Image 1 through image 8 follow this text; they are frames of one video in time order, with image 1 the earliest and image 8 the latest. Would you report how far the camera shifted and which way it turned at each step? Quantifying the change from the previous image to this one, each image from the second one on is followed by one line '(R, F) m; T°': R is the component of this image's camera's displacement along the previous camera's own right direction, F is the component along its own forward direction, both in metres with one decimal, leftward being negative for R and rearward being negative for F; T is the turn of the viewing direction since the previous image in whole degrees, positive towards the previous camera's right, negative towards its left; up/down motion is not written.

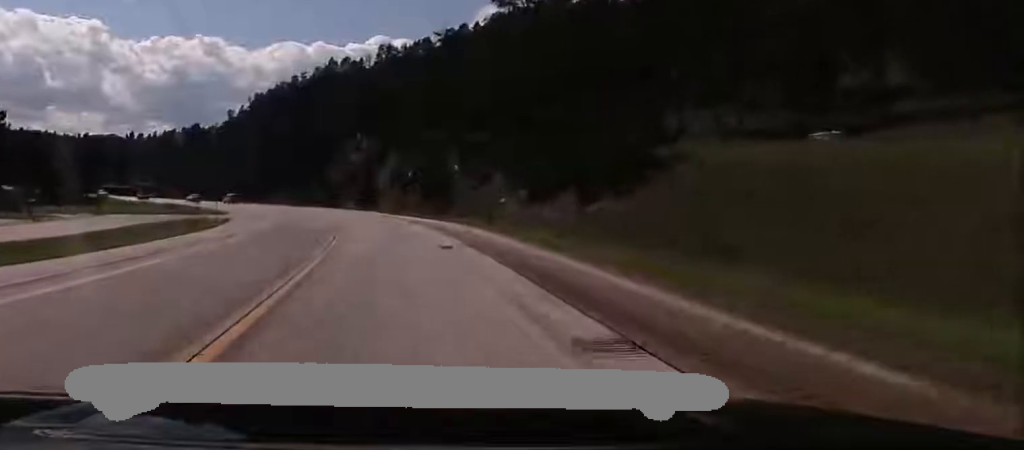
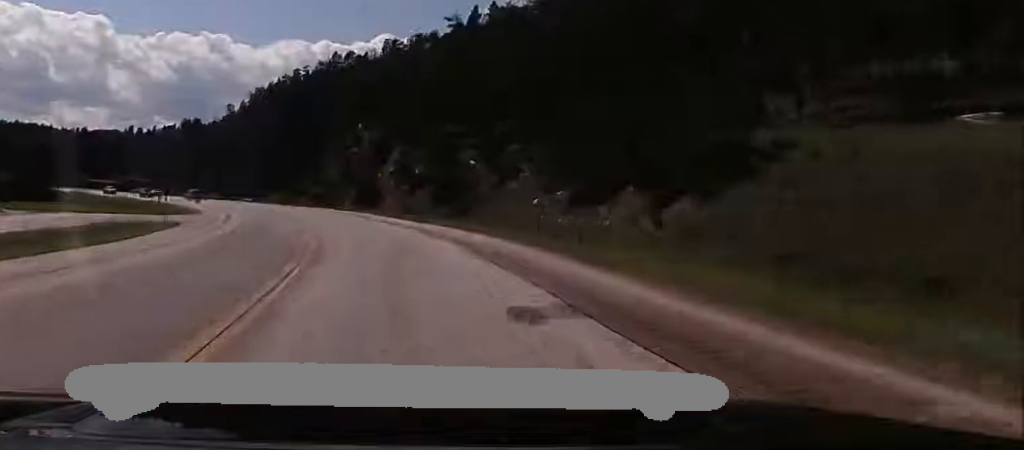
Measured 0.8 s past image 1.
(0.0, +15.6) m; 0°
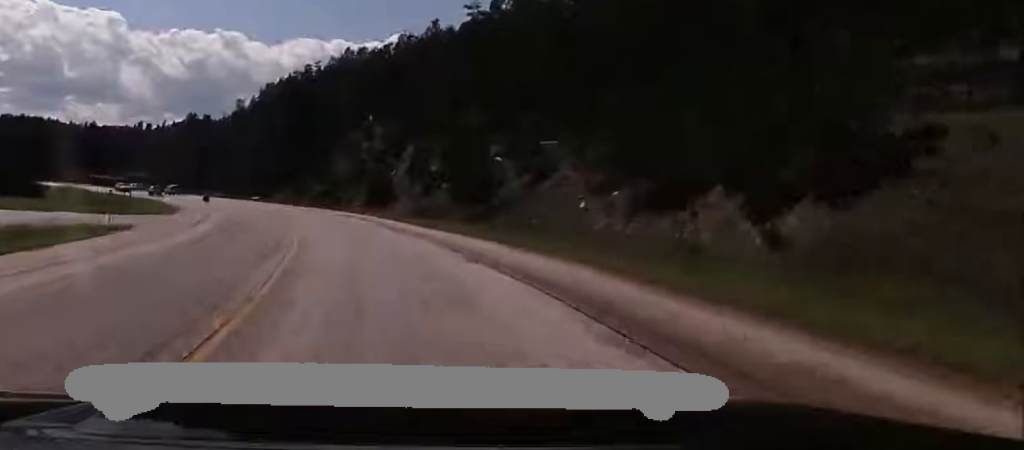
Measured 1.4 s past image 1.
(0.0, +11.6) m; 0°
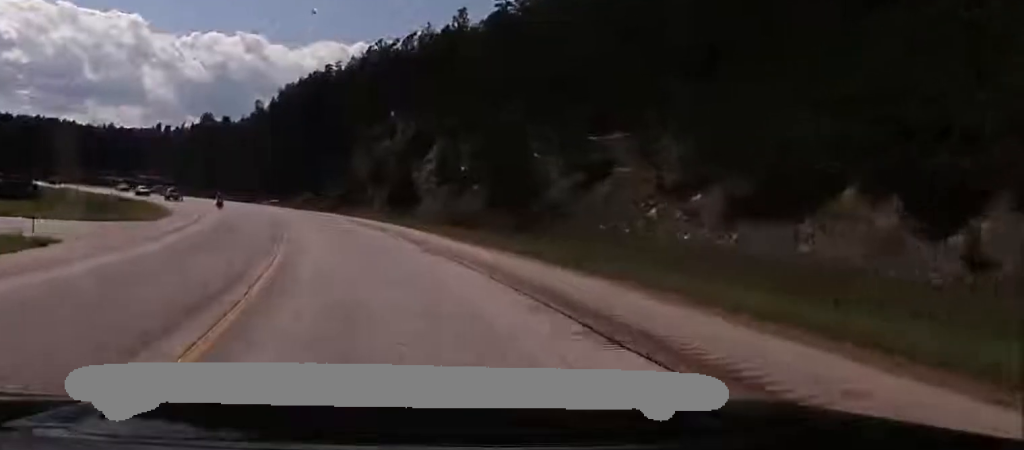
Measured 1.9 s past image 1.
(+0.1, +10.2) m; -1°
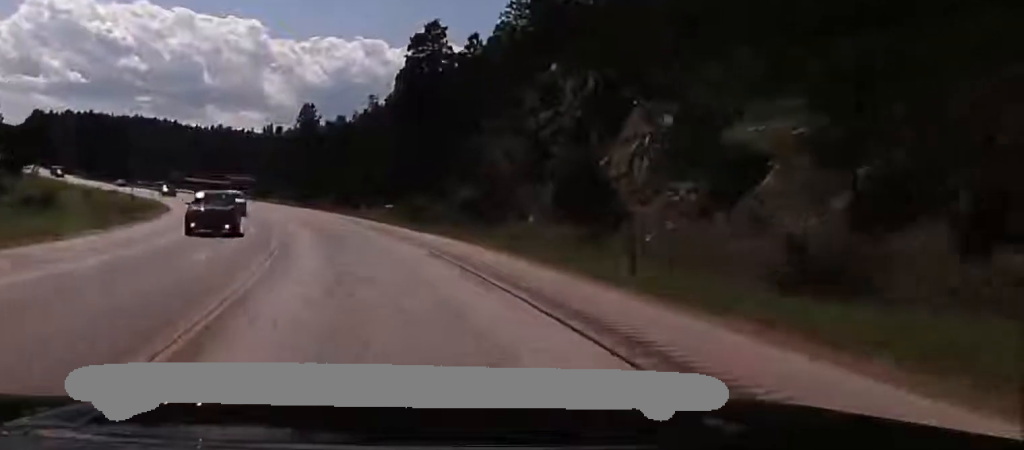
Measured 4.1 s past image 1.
(-3.5, +41.5) m; -9°
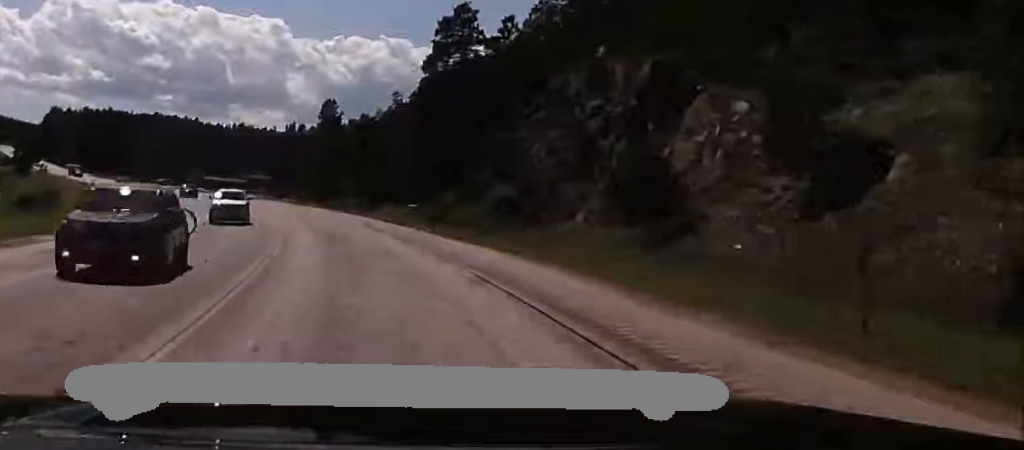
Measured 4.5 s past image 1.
(0.0, +8.2) m; -2°
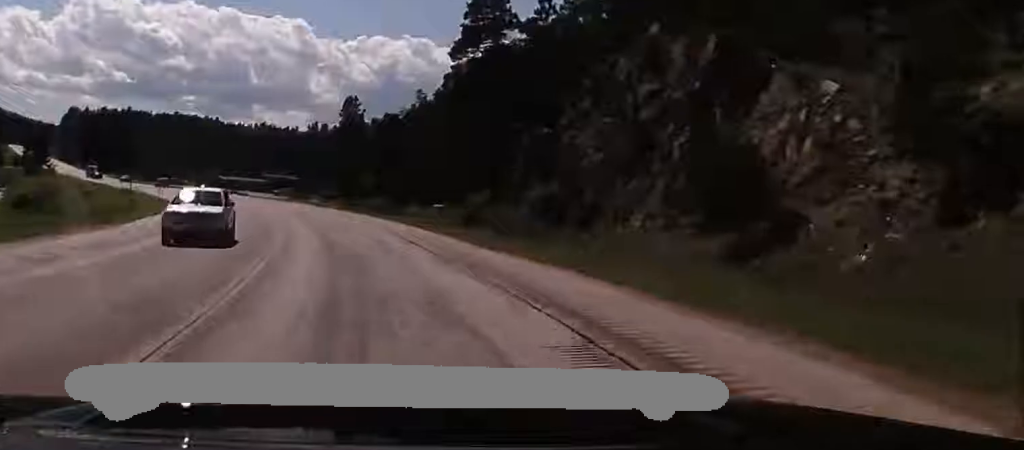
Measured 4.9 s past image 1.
(+0.2, +7.6) m; -2°
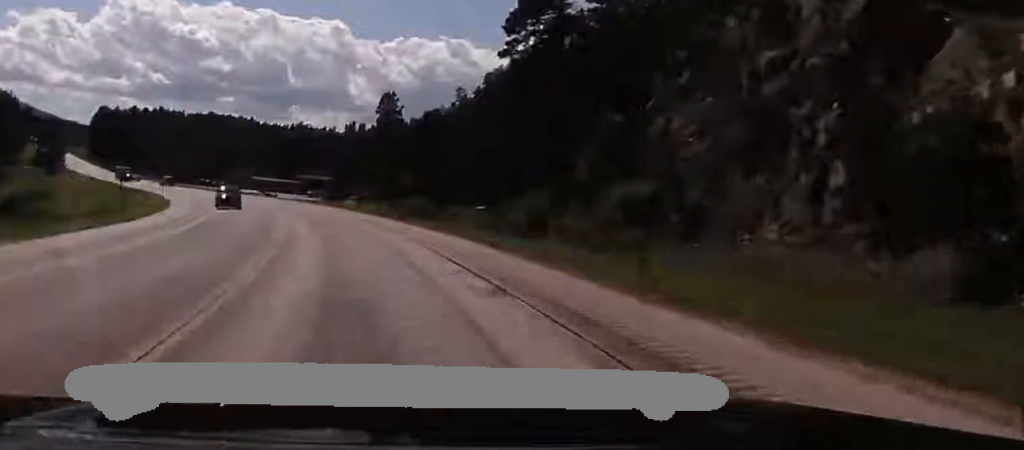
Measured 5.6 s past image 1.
(-0.6, +12.6) m; -3°
